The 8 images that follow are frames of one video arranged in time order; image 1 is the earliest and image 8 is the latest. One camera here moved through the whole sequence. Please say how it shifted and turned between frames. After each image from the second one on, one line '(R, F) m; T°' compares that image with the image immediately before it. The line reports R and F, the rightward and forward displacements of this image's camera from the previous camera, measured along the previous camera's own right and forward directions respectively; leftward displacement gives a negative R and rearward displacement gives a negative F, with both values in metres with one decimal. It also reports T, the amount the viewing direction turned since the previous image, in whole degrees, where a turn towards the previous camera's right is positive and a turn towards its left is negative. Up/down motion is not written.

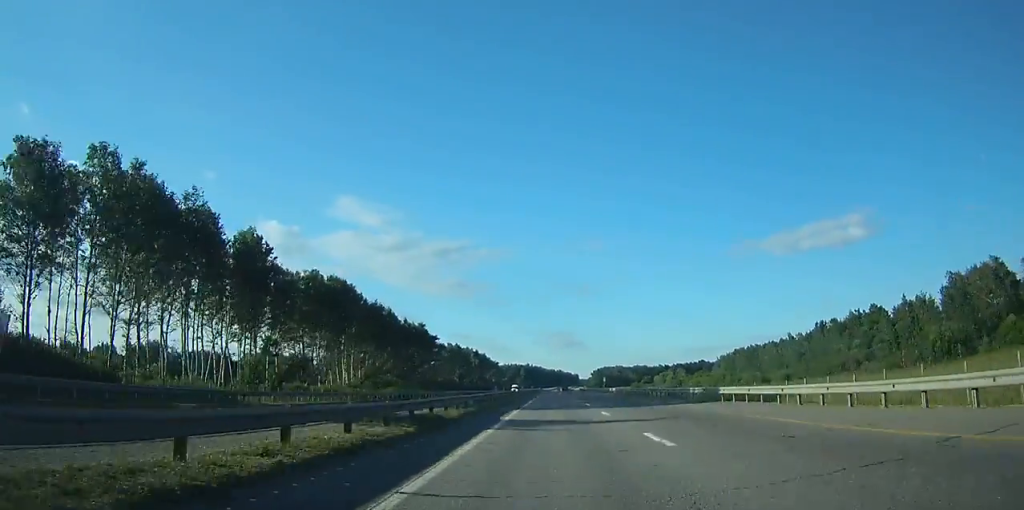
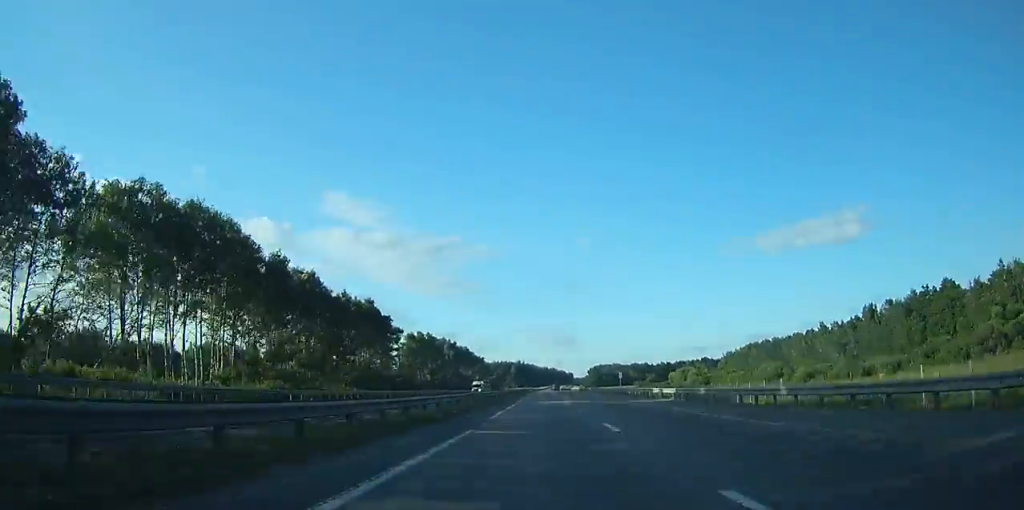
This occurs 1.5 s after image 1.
(+1.0, +43.2) m; +1°
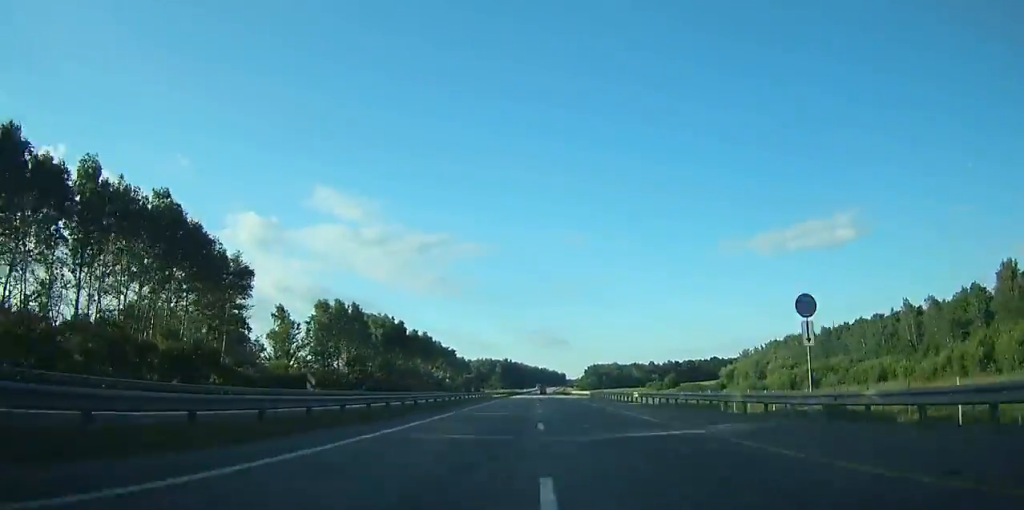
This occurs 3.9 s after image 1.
(+3.4, +73.9) m; +1°
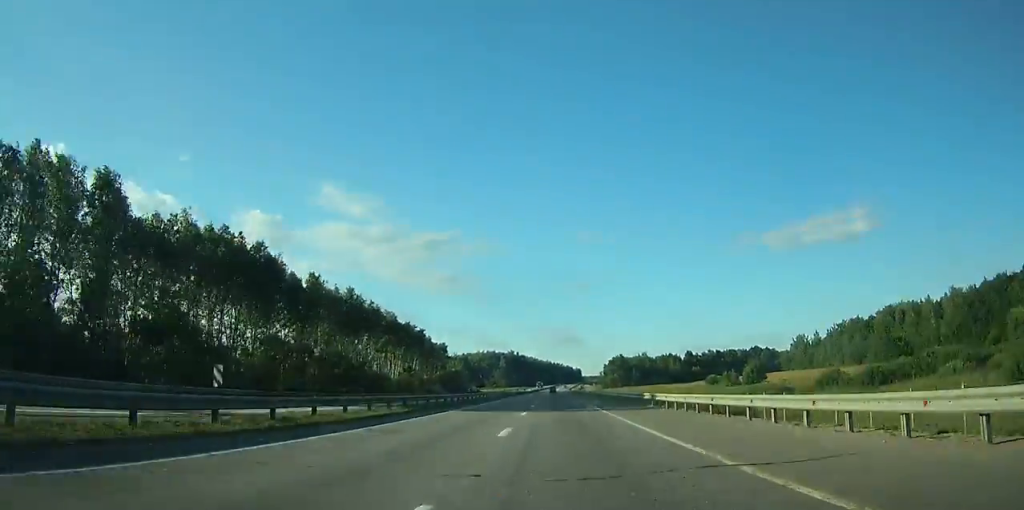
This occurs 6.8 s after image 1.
(-2.4, +95.2) m; -2°
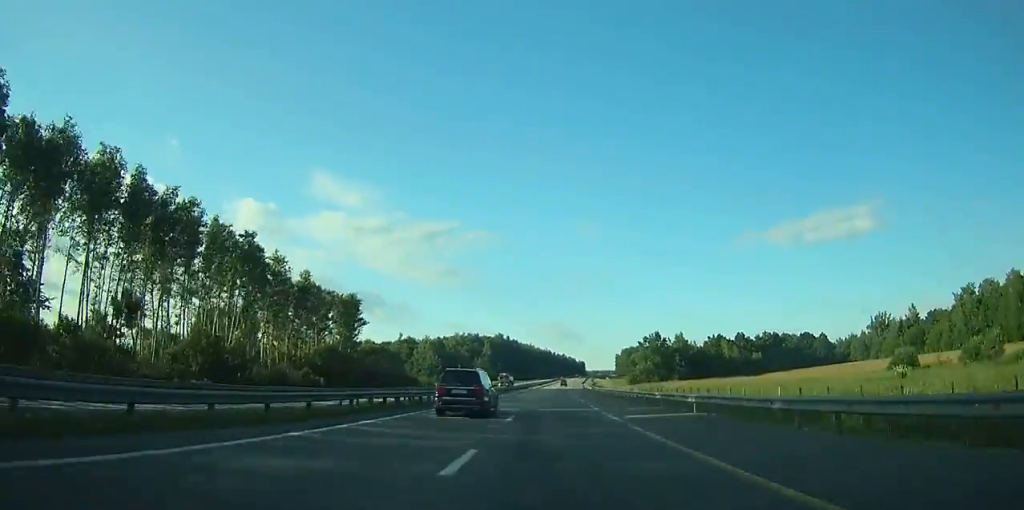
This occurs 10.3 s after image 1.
(-0.2, +110.0) m; 0°
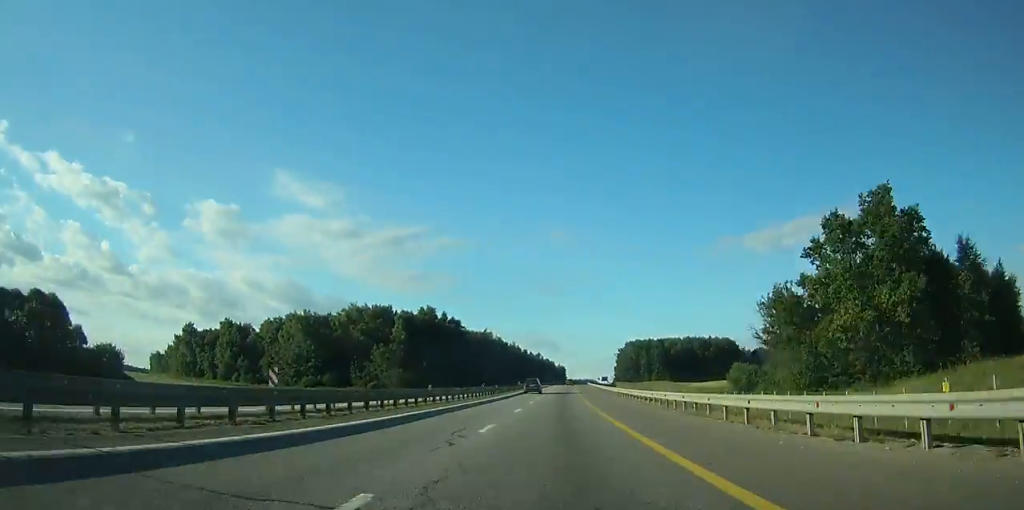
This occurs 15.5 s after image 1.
(+2.7, +154.7) m; +2°
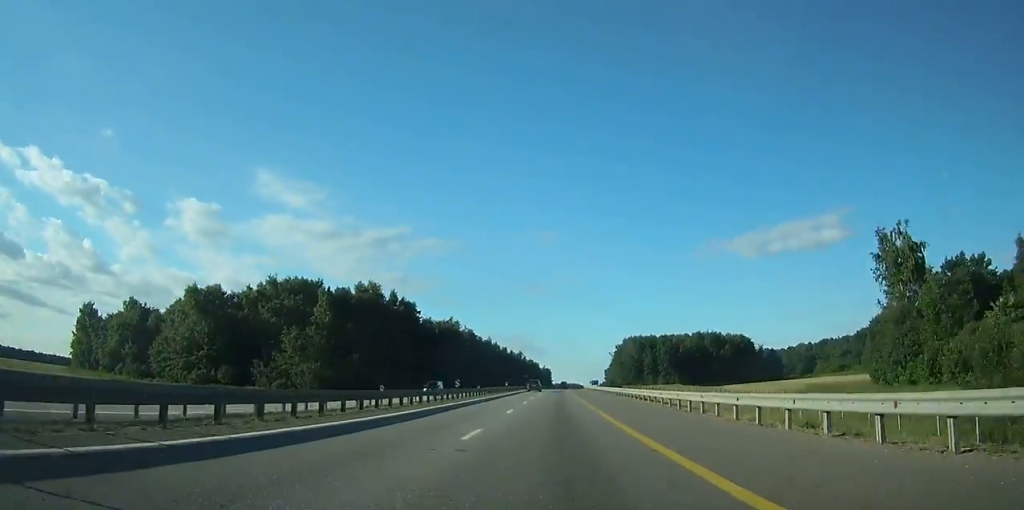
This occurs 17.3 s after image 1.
(+0.6, +49.4) m; +1°
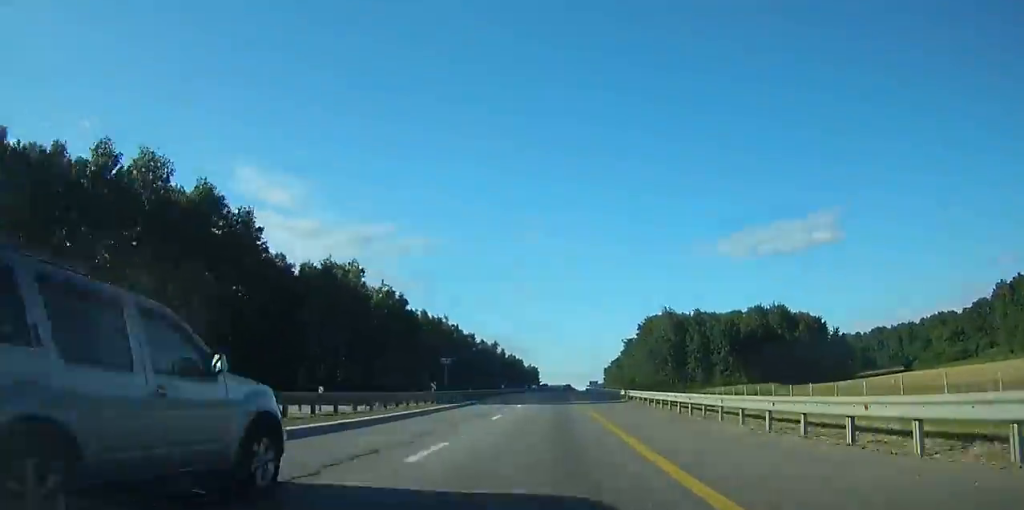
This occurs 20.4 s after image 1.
(+1.1, +84.5) m; +1°
